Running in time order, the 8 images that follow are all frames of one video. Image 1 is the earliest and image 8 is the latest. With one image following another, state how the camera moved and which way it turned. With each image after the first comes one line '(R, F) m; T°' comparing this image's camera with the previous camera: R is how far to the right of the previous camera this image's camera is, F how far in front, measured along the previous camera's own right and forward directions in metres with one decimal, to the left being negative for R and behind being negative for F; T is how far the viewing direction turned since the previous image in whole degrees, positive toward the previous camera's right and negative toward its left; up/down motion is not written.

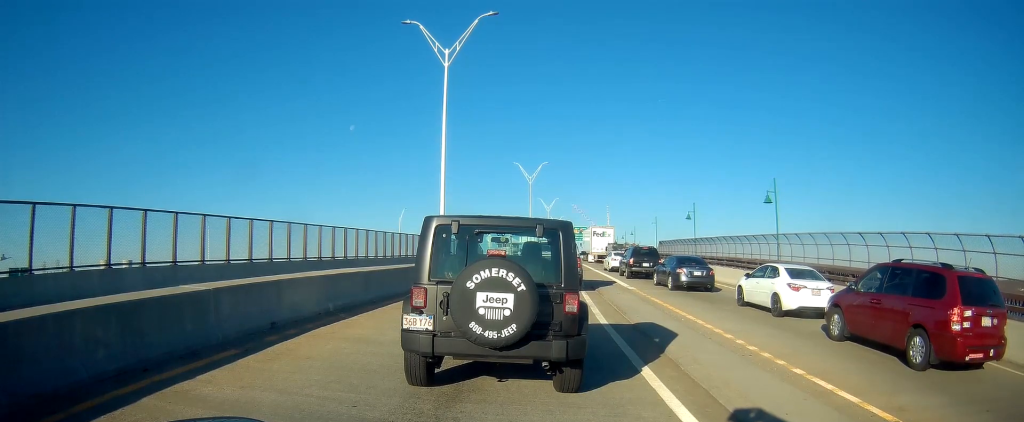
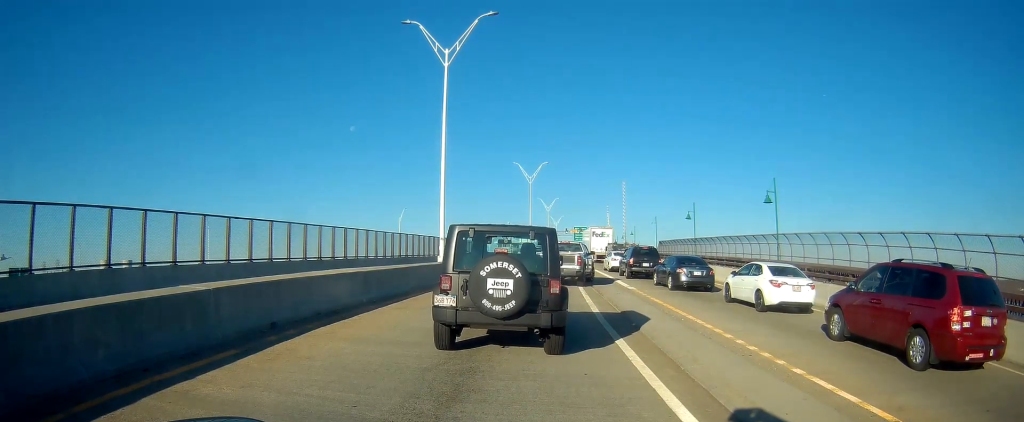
(0.0, 0.0) m; 0°
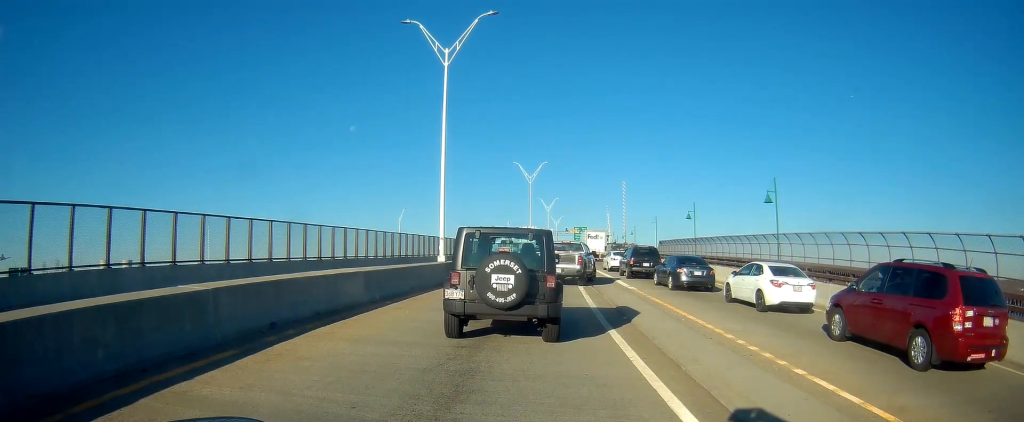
(0.0, 0.0) m; 0°
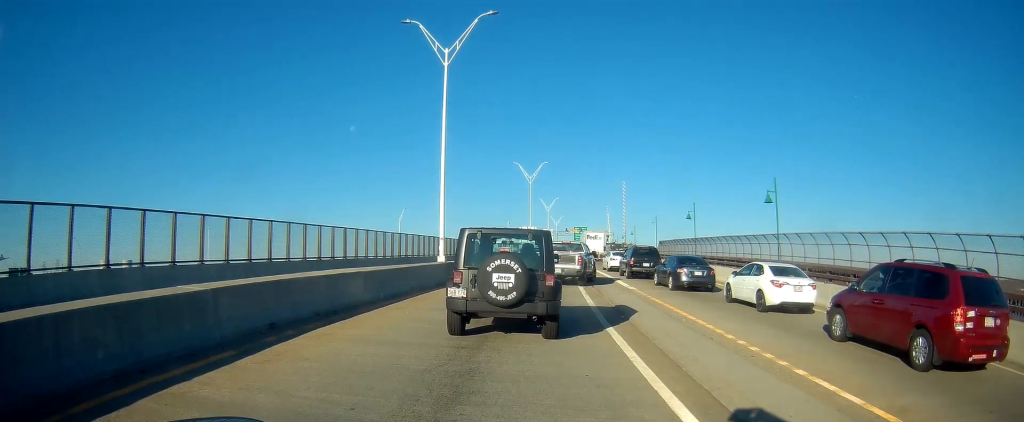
(0.0, 0.0) m; 0°
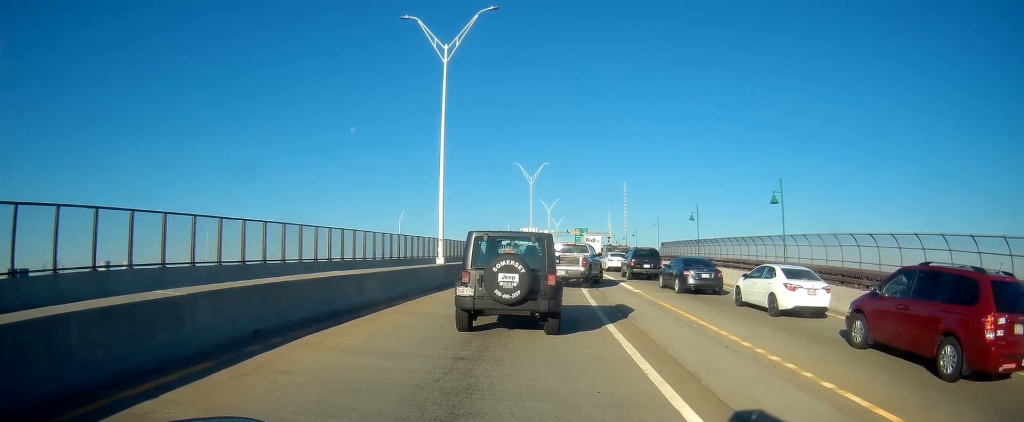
(-0.6, +0.3) m; 0°
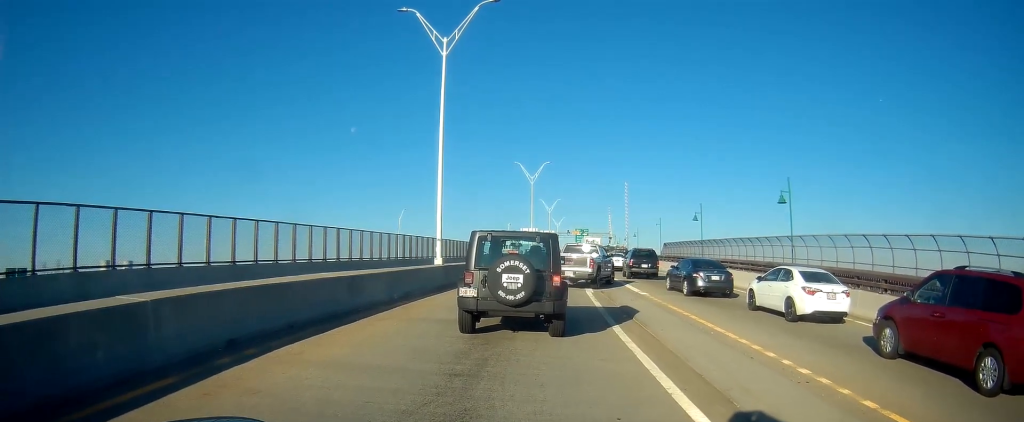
(-0.6, +0.6) m; 0°
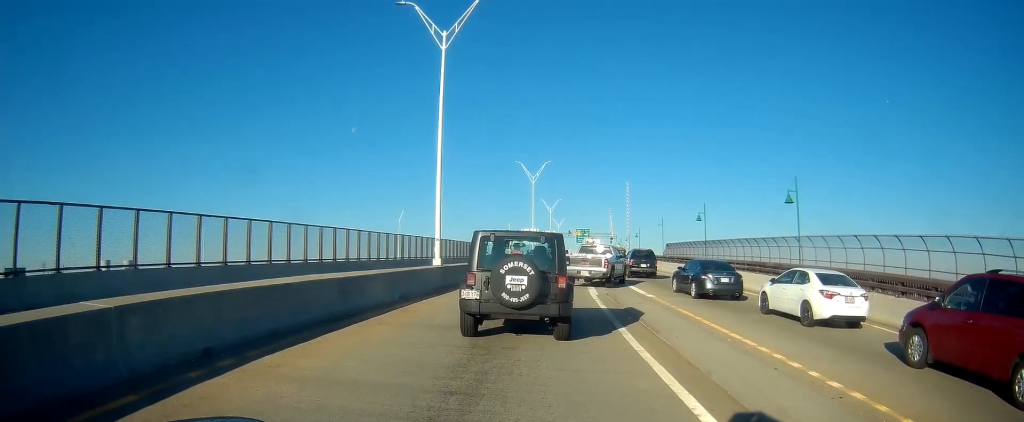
(-0.3, +0.7) m; 0°
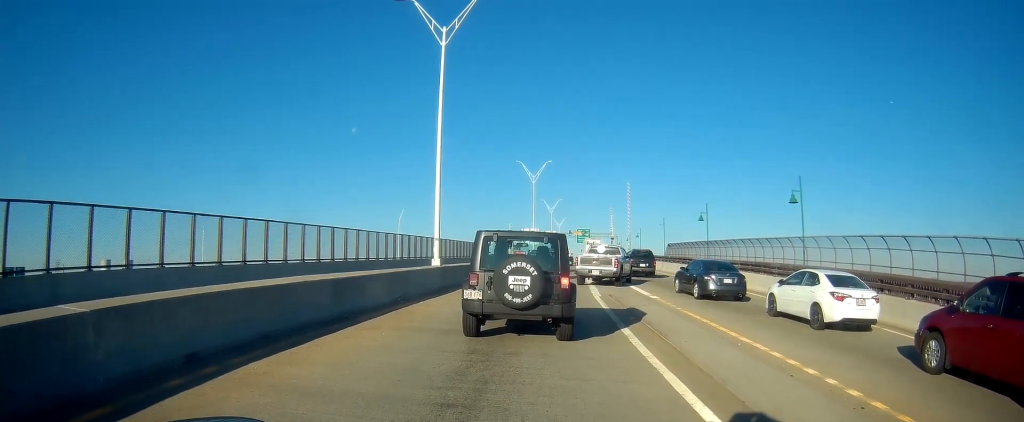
(-0.3, +0.4) m; 0°
